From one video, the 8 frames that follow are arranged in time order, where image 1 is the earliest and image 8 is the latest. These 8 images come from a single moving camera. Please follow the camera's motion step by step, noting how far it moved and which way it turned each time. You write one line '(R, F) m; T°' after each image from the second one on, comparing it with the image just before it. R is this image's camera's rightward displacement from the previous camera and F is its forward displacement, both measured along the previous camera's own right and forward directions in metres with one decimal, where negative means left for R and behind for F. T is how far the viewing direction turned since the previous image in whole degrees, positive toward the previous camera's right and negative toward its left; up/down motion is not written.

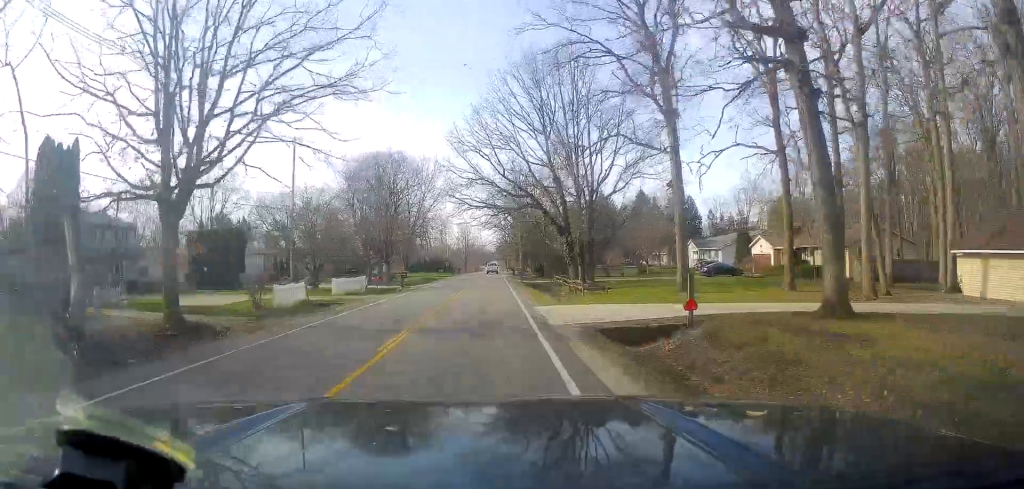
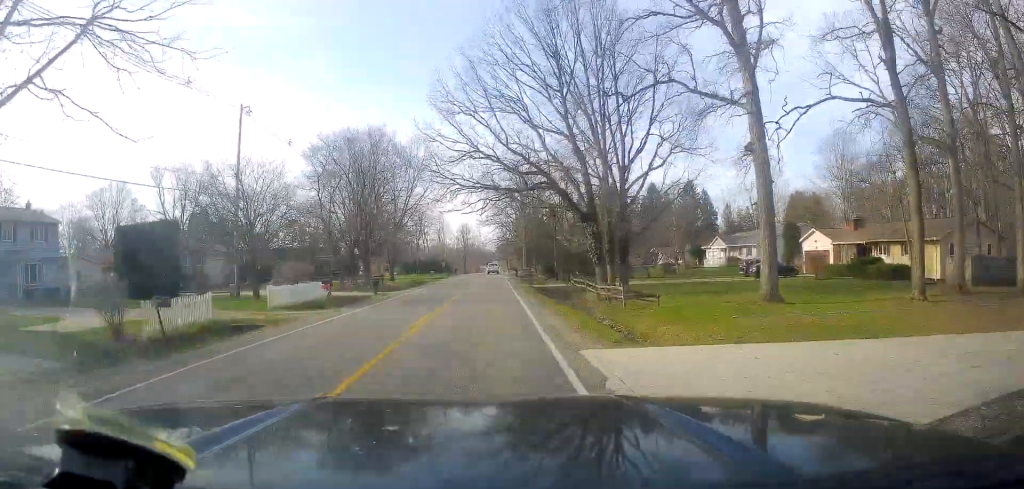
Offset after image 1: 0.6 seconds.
(0.0, +11.6) m; 0°
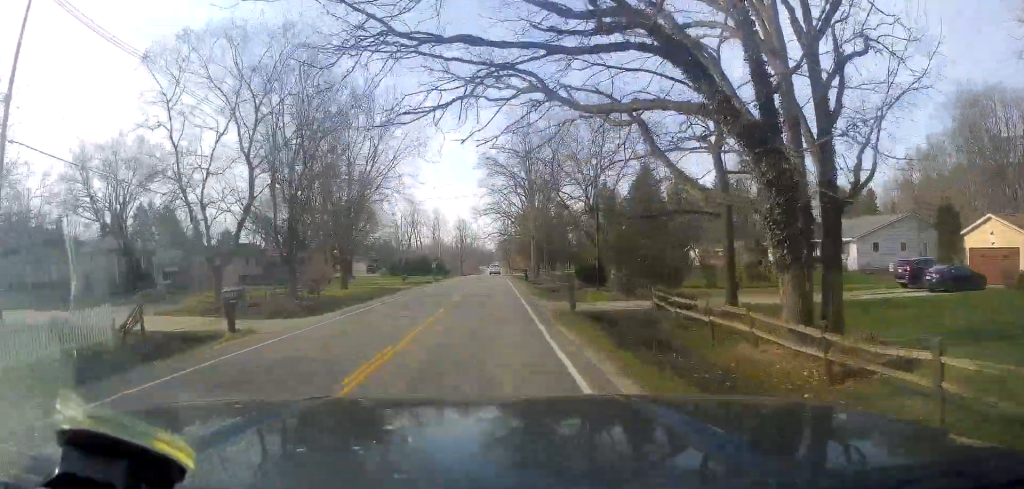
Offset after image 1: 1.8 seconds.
(-0.2, +22.8) m; -2°
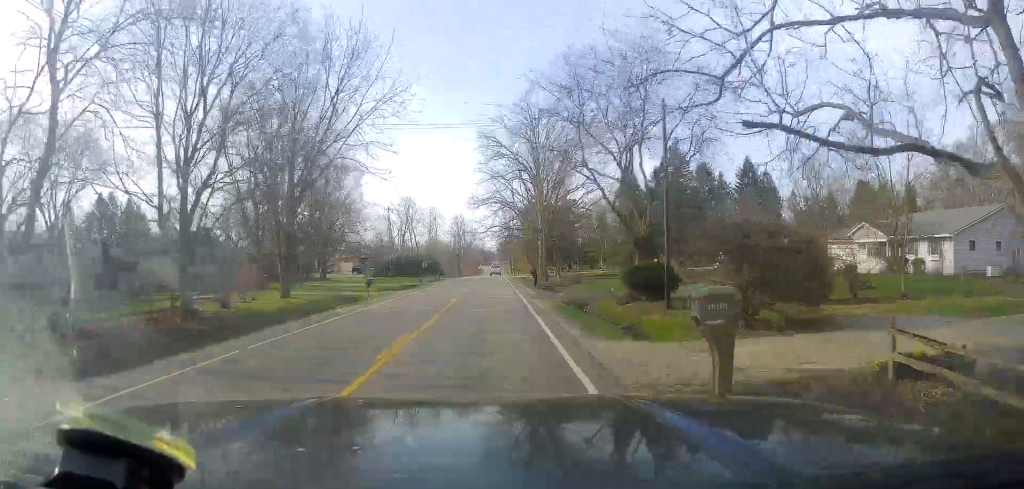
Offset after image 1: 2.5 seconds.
(-0.6, +13.7) m; 0°
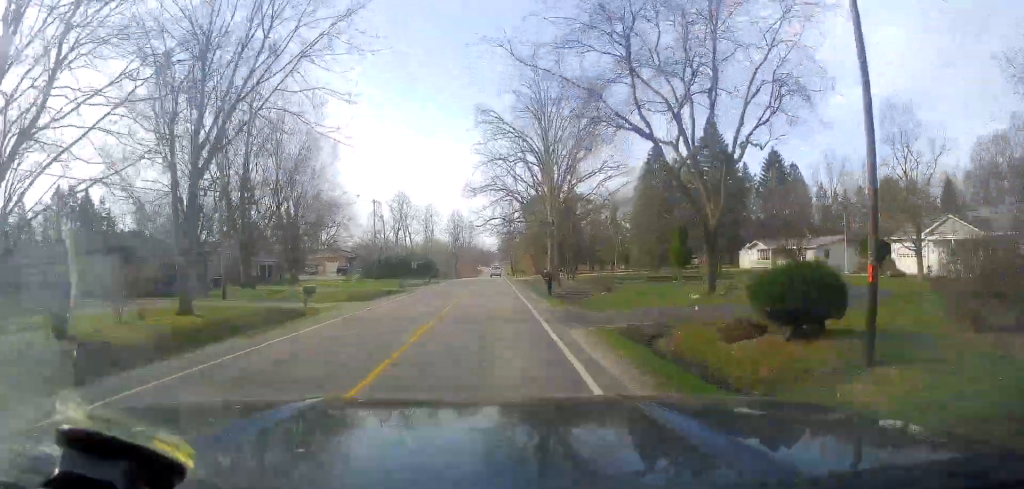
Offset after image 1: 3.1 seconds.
(+0.2, +11.9) m; +1°
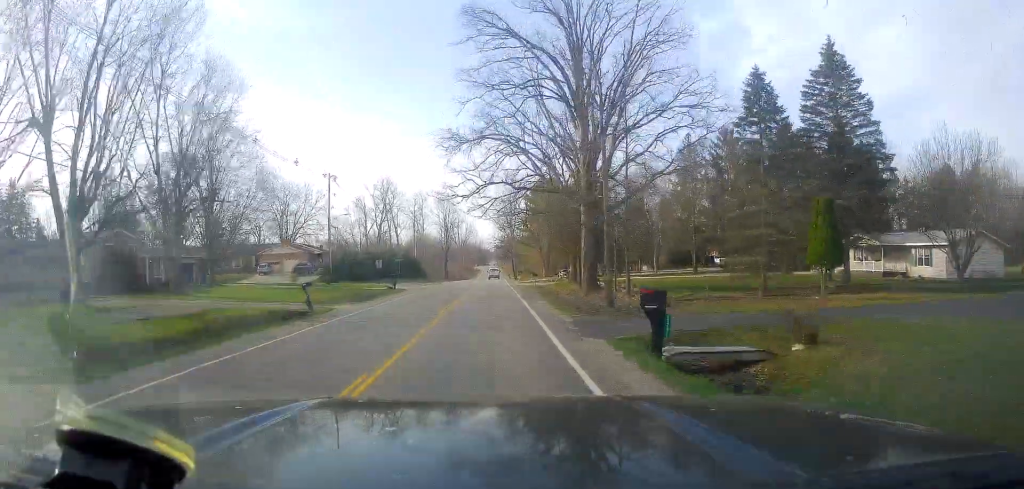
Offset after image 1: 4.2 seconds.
(+0.3, +23.5) m; +1°
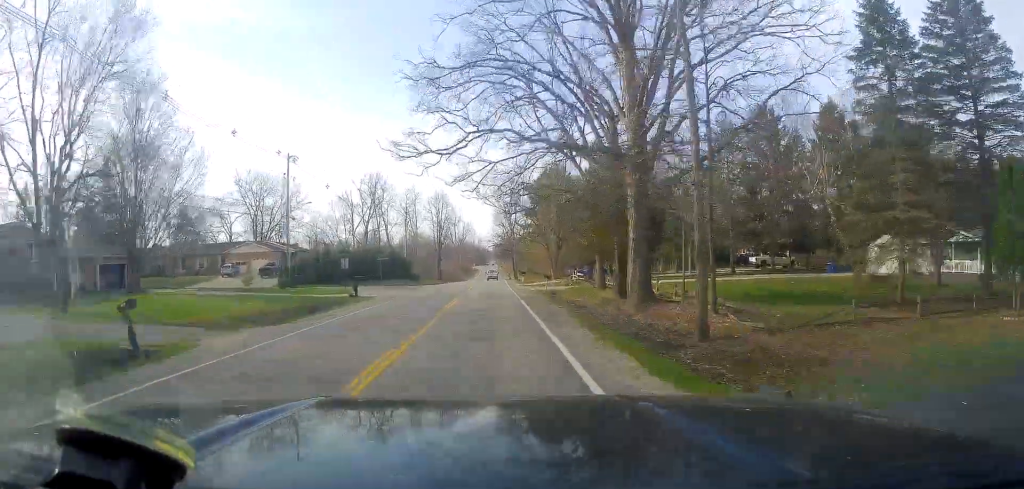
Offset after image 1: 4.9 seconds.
(-0.1, +12.9) m; 0°
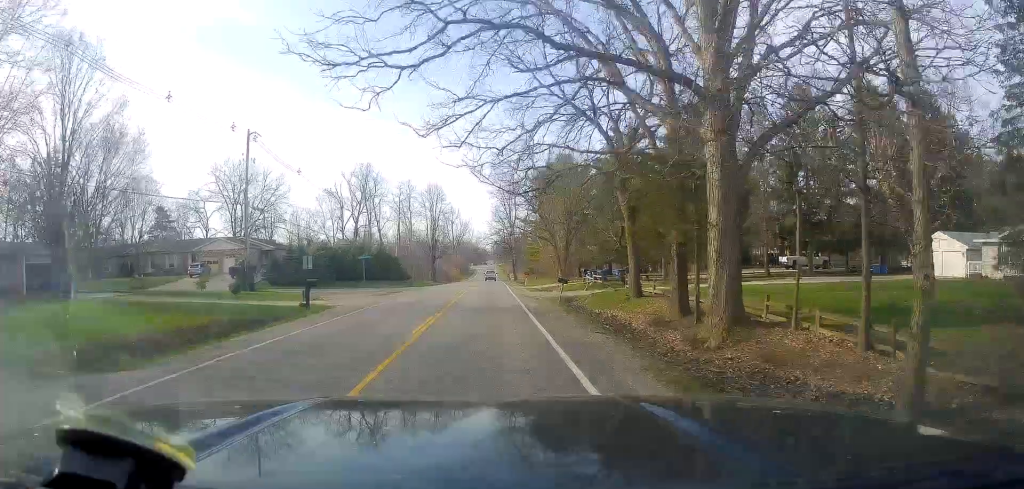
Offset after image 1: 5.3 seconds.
(+0.1, +8.9) m; 0°
